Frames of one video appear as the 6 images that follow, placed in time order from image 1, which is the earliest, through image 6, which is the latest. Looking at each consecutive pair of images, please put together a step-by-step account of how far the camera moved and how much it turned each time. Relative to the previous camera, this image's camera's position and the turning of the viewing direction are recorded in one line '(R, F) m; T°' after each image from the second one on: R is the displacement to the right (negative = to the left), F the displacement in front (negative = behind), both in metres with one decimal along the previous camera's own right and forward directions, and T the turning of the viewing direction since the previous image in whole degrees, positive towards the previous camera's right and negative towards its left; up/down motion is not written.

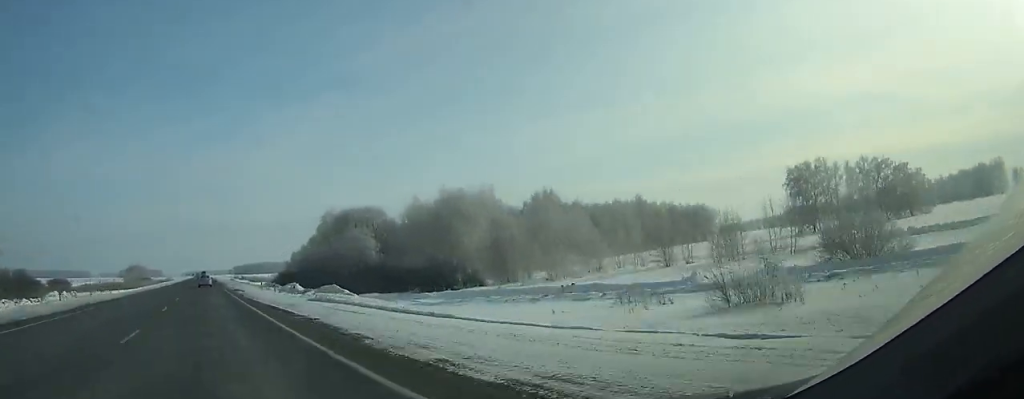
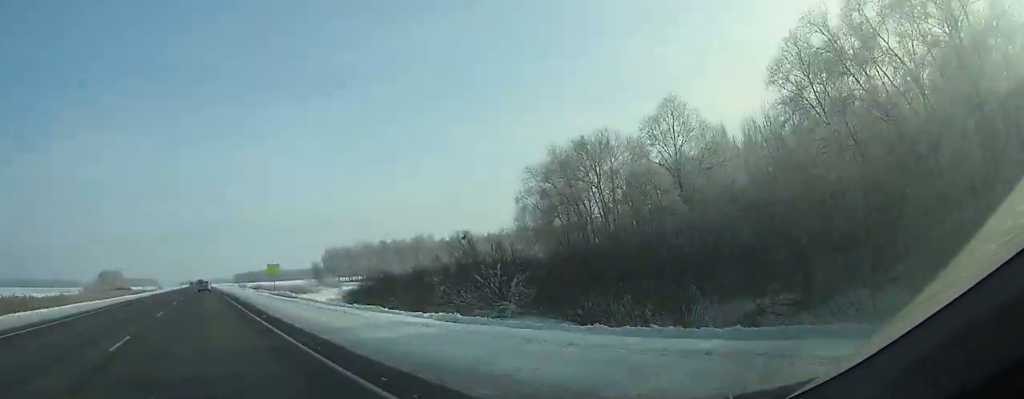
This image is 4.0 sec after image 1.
(-0.1, +109.2) m; 0°
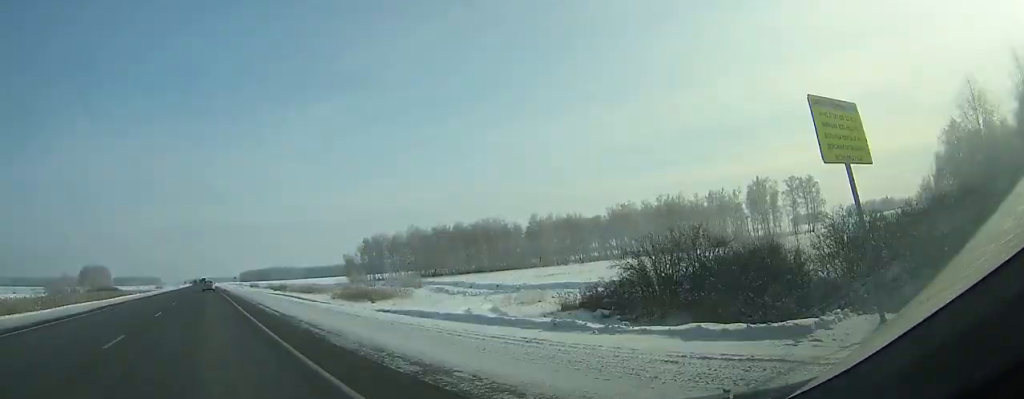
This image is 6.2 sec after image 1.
(0.0, +60.5) m; 0°
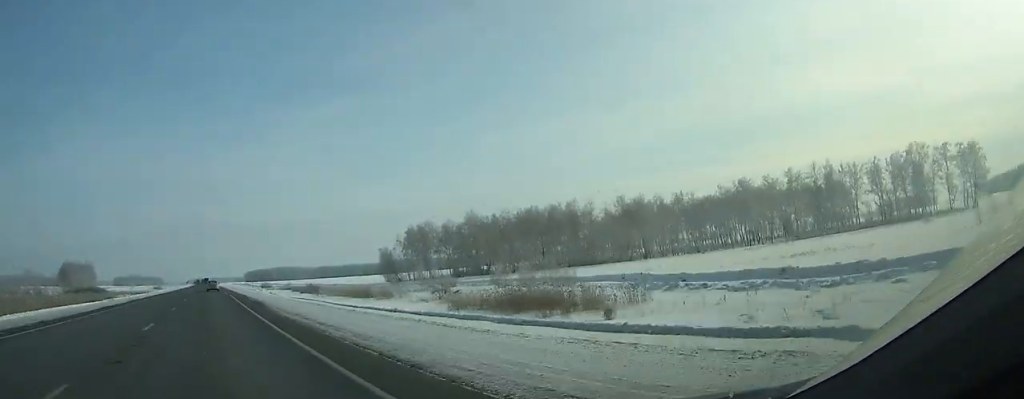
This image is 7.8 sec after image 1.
(-0.2, +44.6) m; 0°
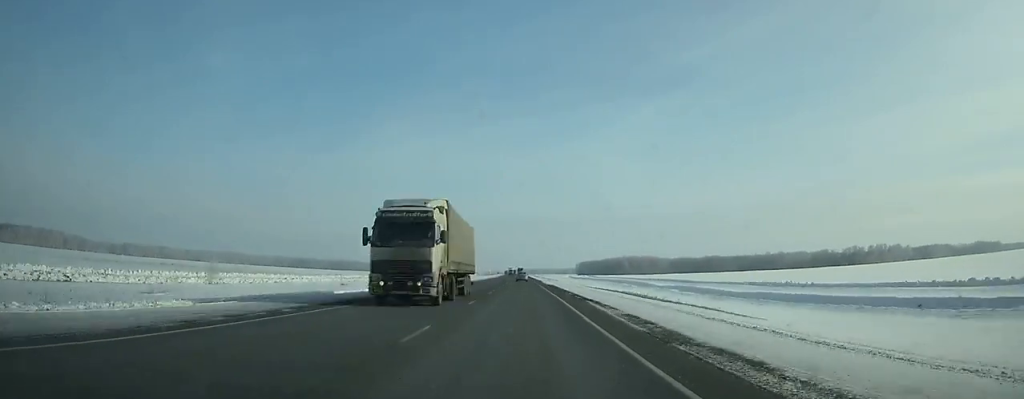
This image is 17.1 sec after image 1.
(-1.6, +274.9) m; -1°
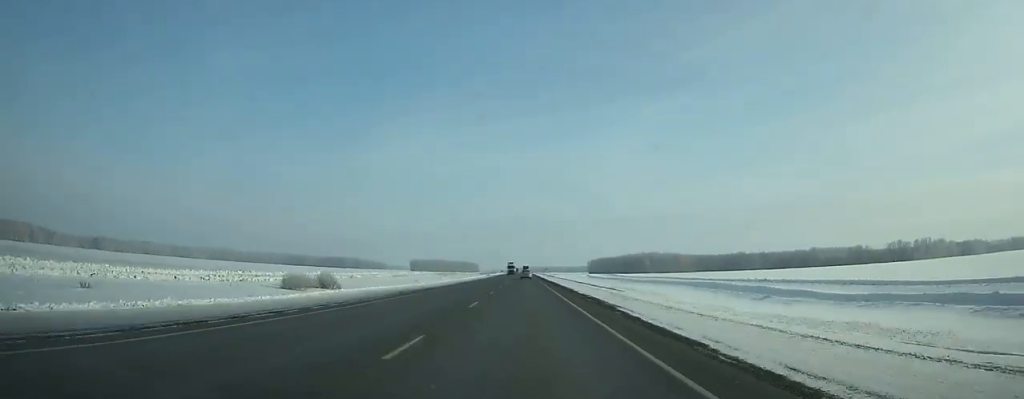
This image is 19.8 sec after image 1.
(-0.3, +81.9) m; 0°
